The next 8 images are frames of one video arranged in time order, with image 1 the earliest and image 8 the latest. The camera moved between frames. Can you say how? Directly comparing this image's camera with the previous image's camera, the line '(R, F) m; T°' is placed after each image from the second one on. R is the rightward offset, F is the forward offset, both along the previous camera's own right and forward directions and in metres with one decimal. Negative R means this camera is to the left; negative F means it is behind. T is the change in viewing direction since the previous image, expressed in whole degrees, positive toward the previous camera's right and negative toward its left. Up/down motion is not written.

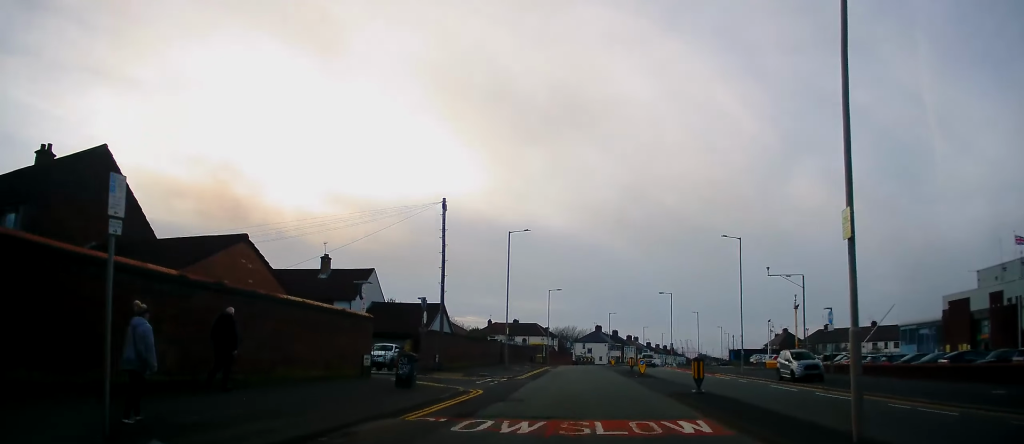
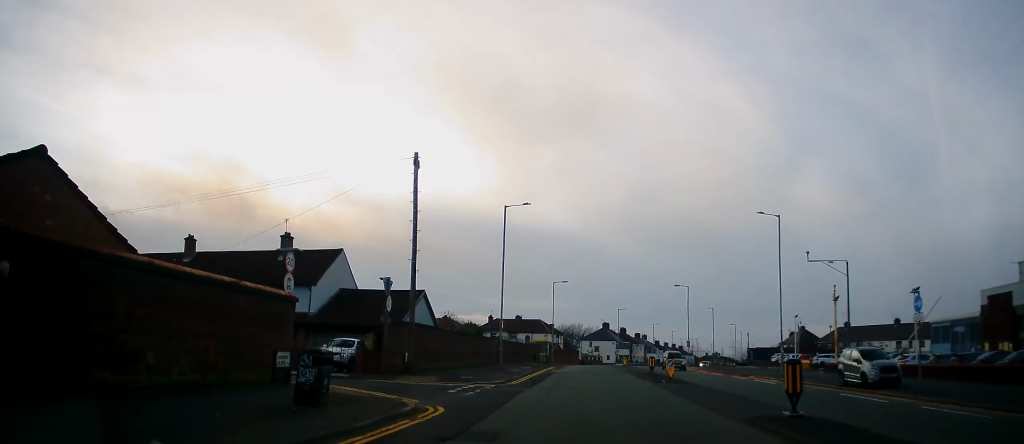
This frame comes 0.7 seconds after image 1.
(-0.5, +7.4) m; -3°
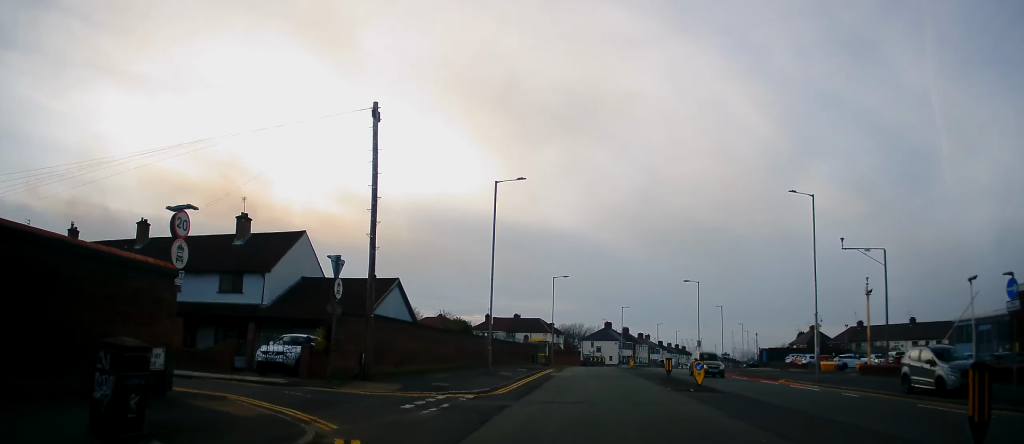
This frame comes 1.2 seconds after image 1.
(-0.1, +5.6) m; -1°
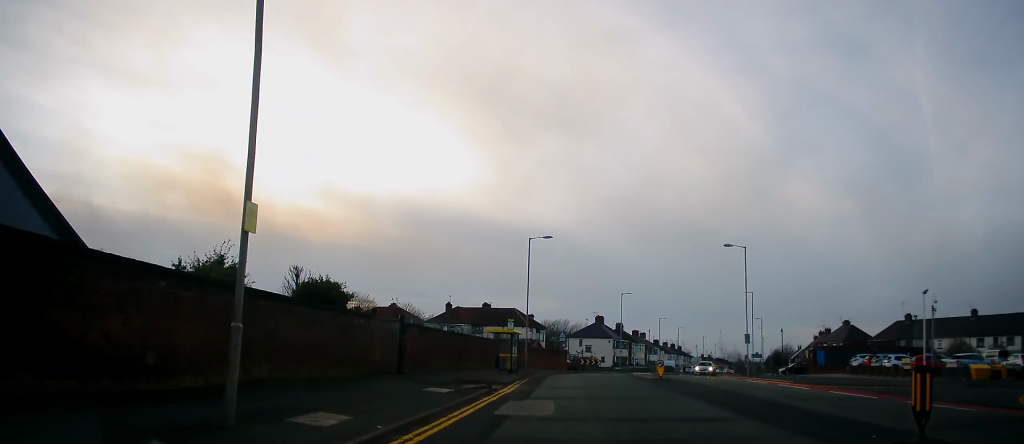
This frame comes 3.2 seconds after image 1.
(+1.1, +22.9) m; +3°
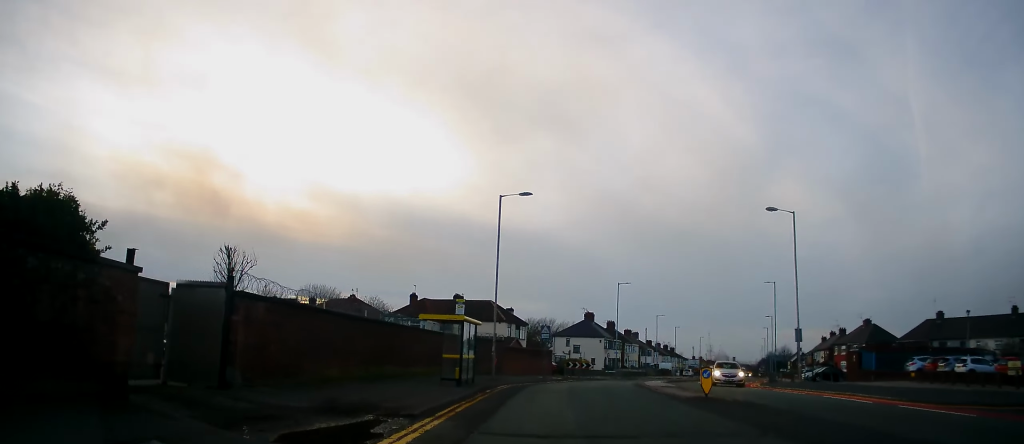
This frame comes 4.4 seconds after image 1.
(-0.3, +12.5) m; +2°
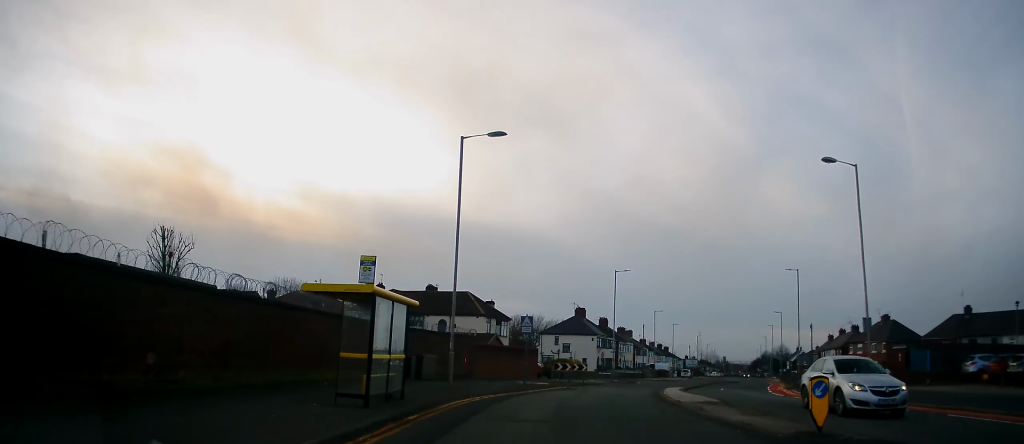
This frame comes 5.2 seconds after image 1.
(+0.3, +9.1) m; +3°
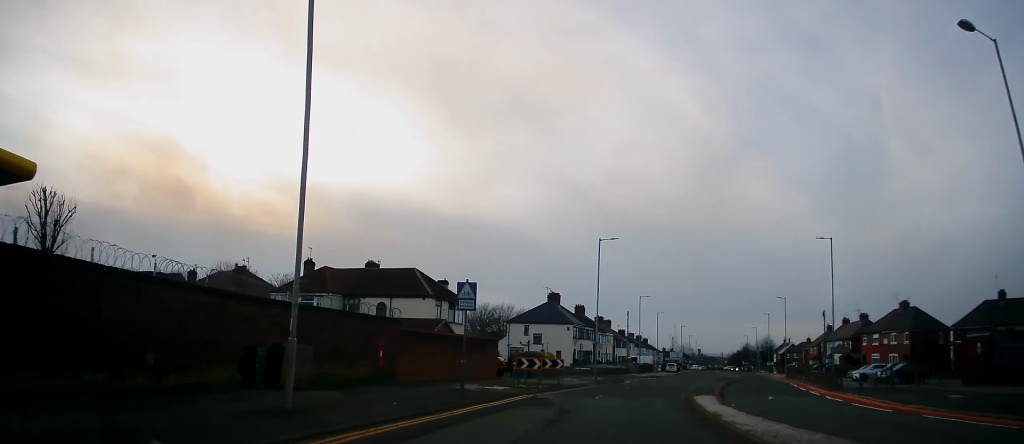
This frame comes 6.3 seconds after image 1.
(+0.2, +11.9) m; +1°
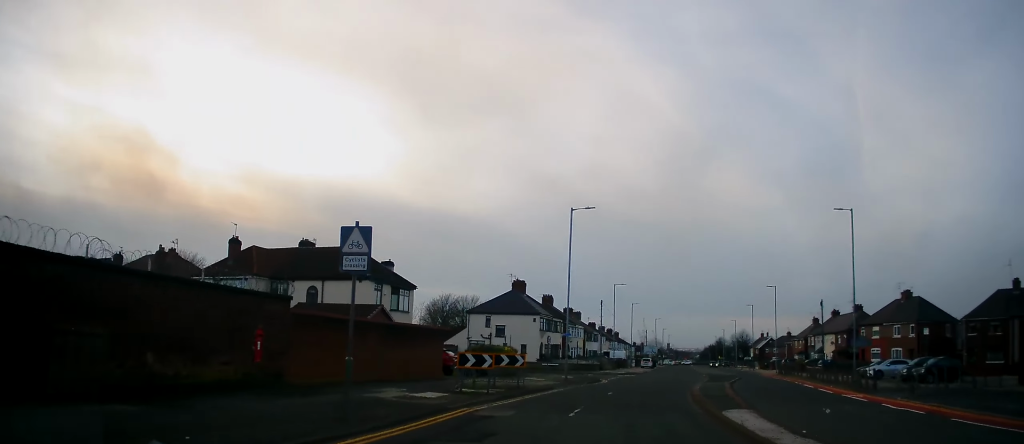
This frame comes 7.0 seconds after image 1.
(-0.5, +7.6) m; +2°
